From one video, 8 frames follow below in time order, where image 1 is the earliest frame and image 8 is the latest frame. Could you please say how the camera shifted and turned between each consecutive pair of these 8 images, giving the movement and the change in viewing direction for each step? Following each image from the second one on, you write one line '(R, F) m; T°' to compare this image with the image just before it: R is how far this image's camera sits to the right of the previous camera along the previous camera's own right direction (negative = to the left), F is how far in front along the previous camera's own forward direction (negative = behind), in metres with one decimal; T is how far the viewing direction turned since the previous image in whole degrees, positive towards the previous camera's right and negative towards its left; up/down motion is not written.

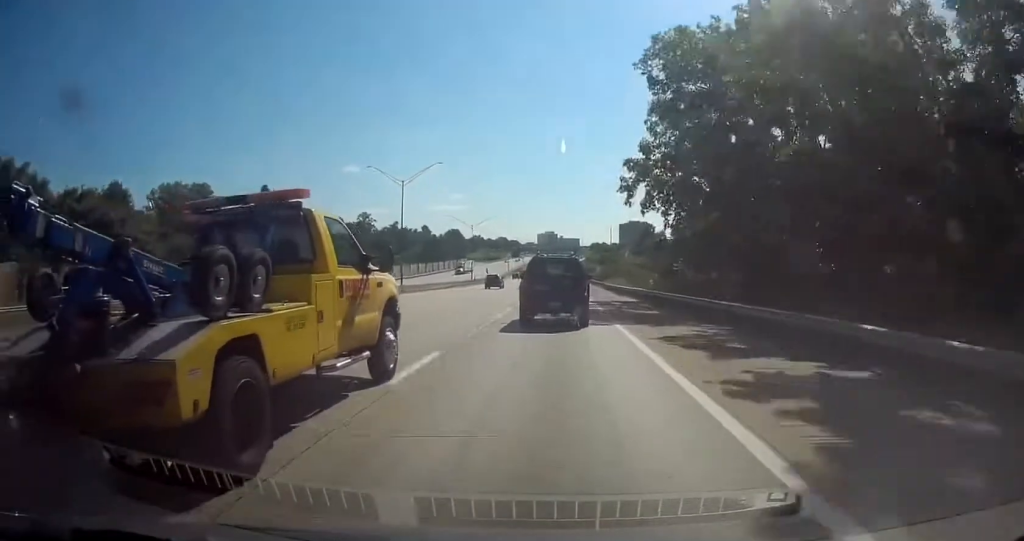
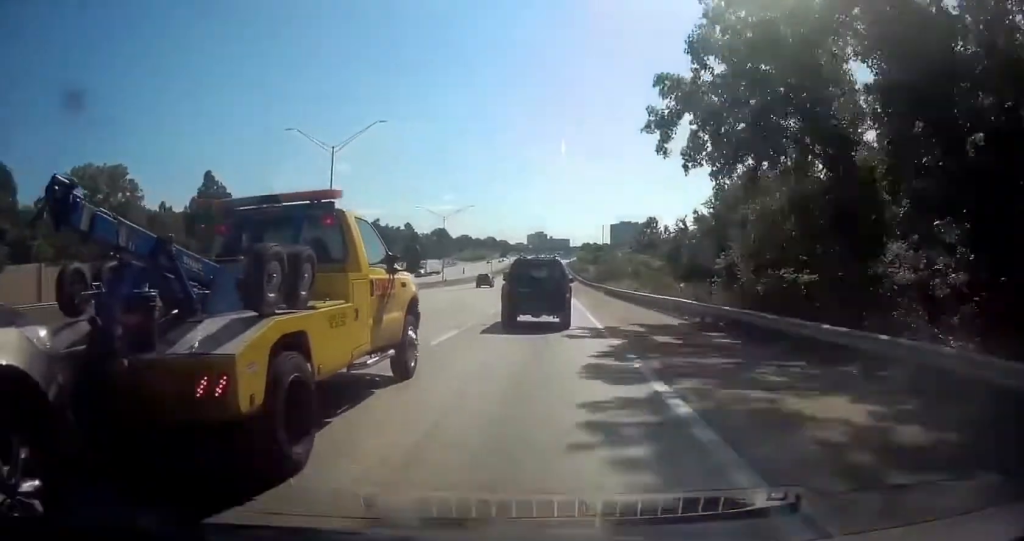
(+0.2, +20.3) m; +1°
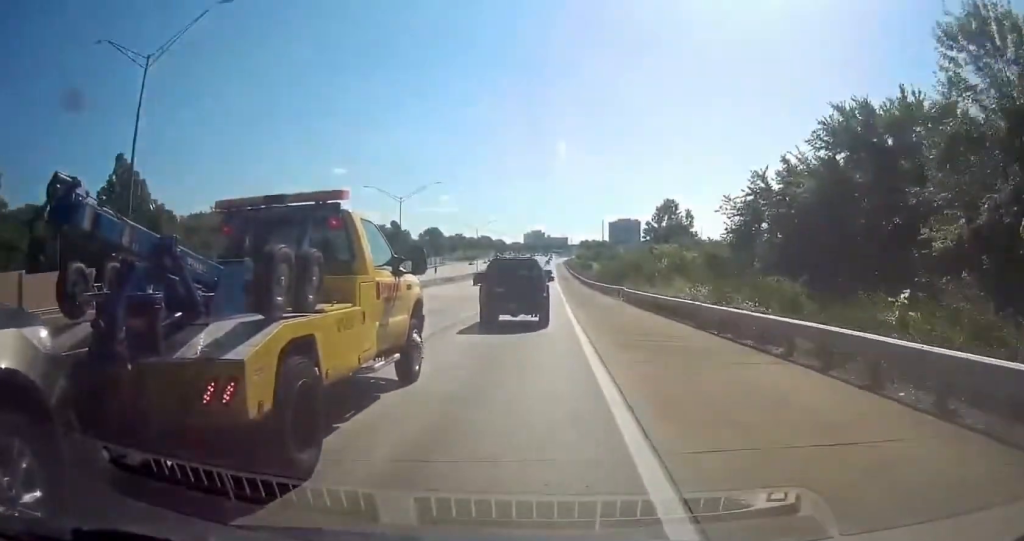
(0.0, +26.6) m; 0°
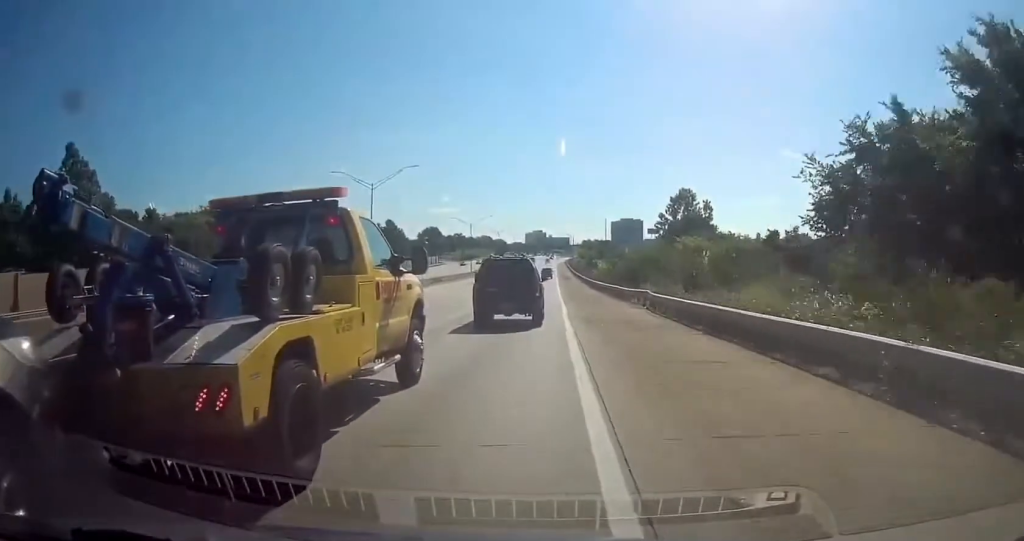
(0.0, +12.7) m; 0°
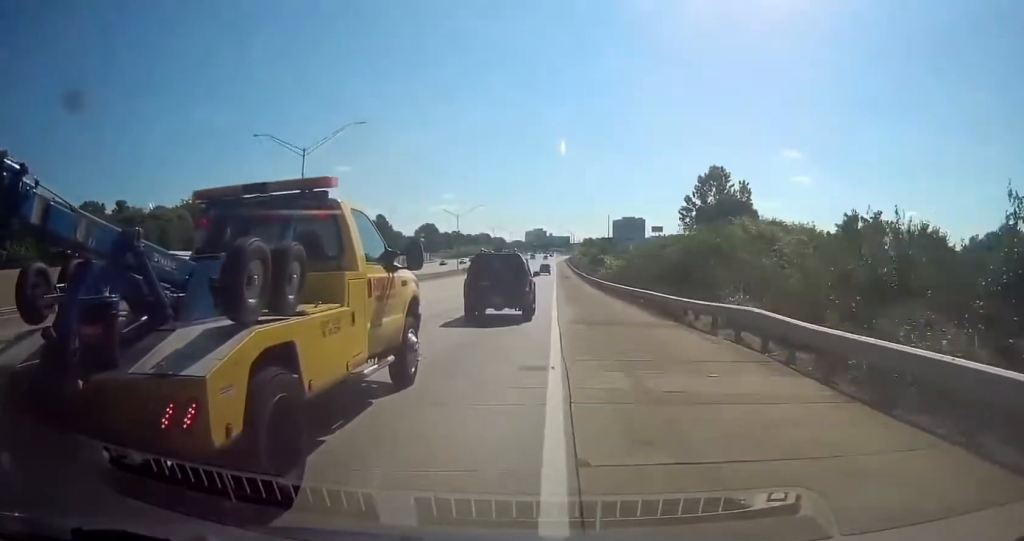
(0.0, +18.9) m; 0°
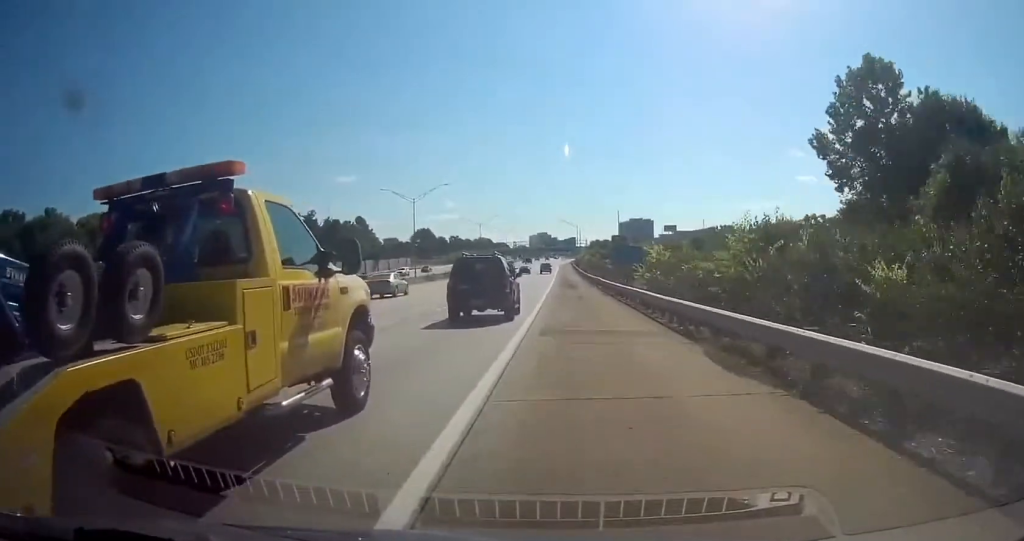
(0.0, +39.6) m; 0°
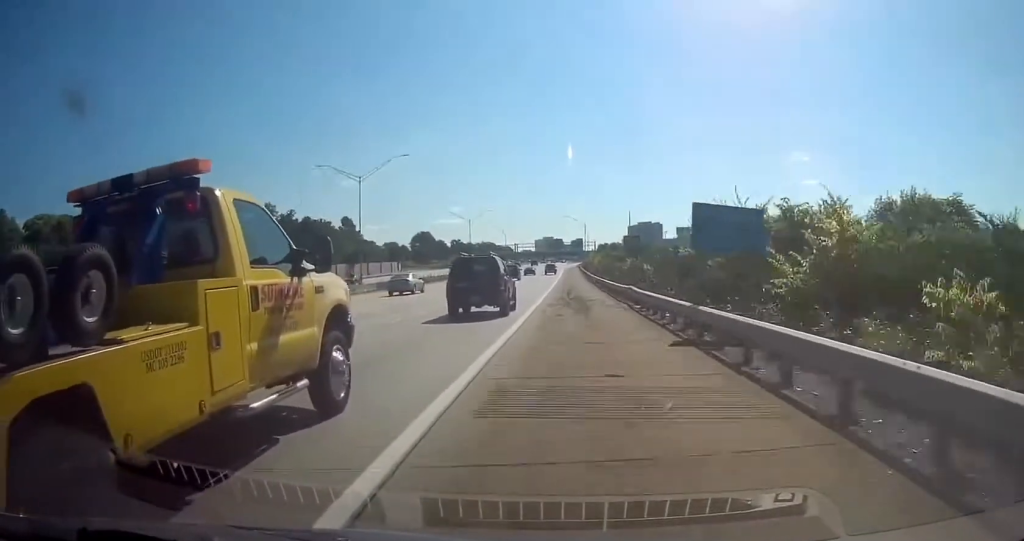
(0.0, +24.8) m; 0°
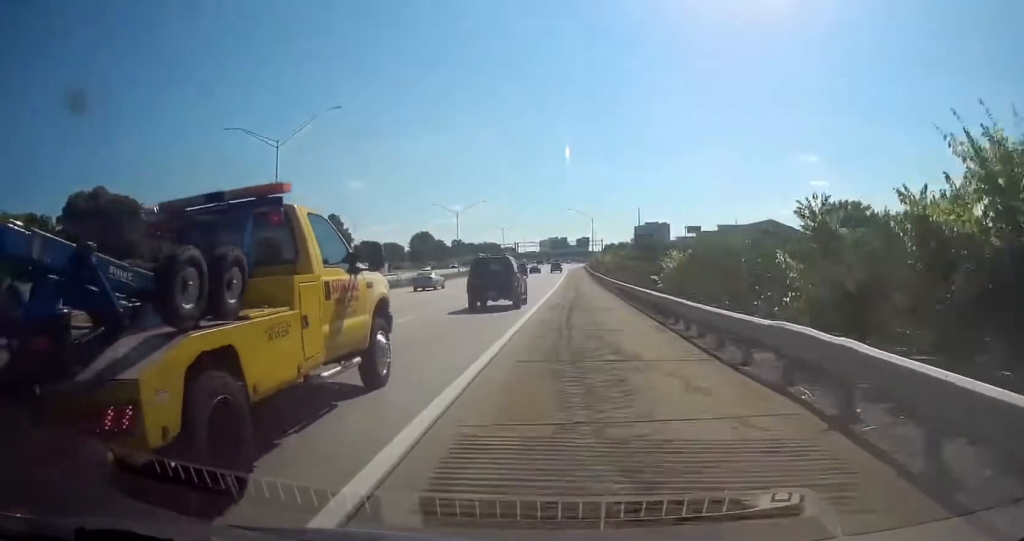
(0.0, +21.7) m; 0°
